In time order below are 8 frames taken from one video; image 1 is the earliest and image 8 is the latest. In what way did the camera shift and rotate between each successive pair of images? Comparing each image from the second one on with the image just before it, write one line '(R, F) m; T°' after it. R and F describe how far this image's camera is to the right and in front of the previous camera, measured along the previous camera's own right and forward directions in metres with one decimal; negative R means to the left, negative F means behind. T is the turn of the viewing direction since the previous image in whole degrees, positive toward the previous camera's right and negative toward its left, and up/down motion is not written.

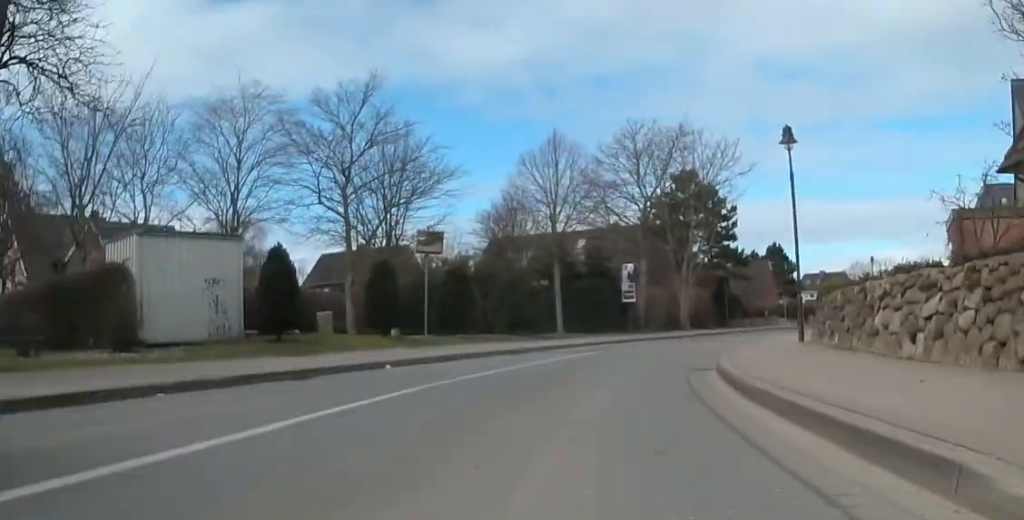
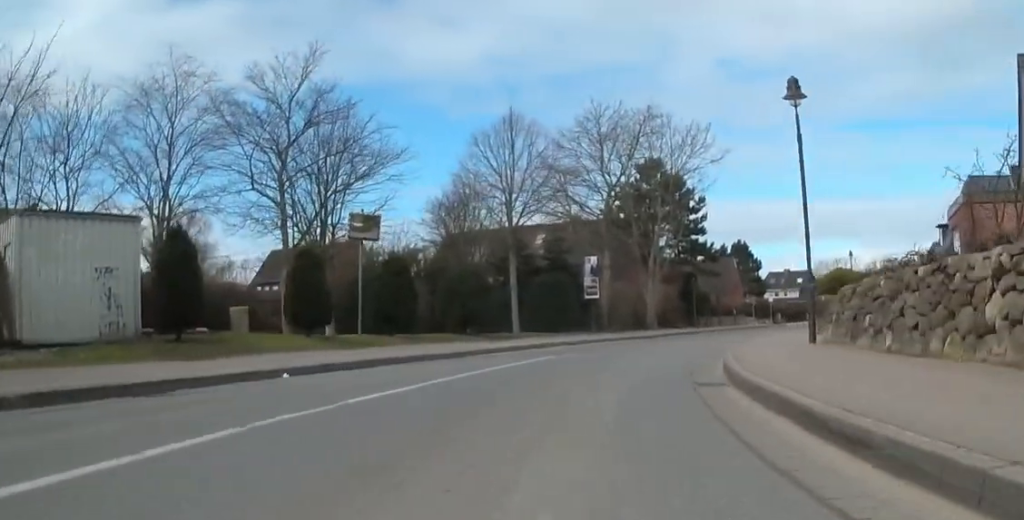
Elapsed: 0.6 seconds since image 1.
(0.0, +3.1) m; 0°
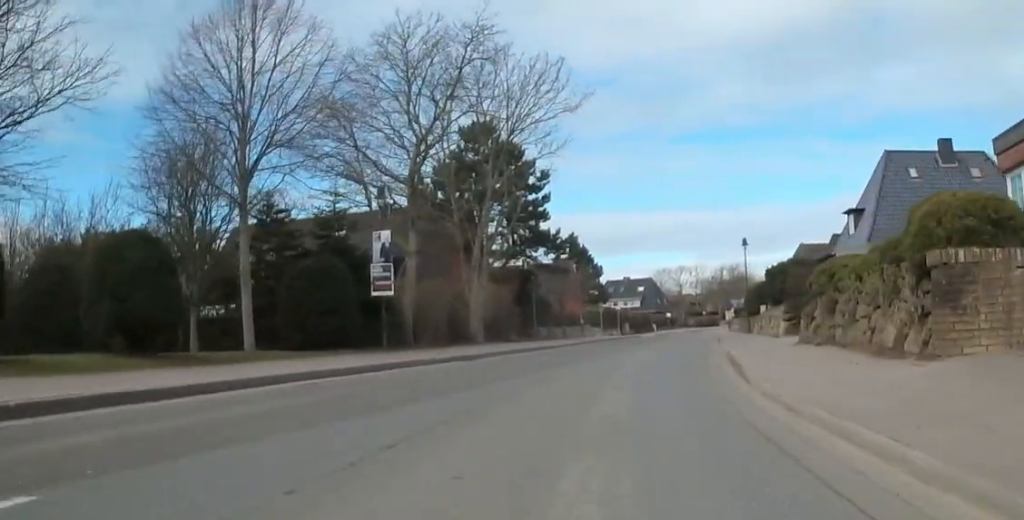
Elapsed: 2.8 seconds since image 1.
(0.0, +11.3) m; 0°
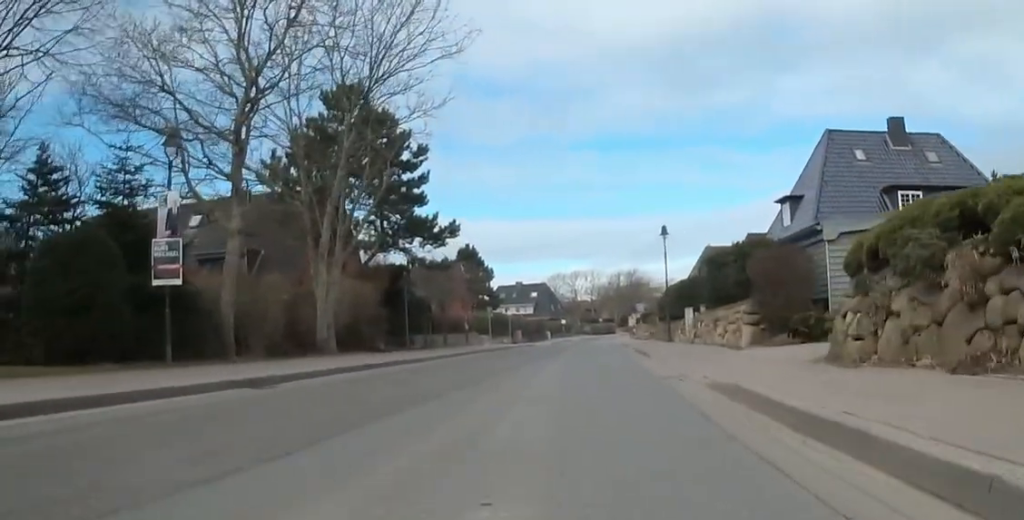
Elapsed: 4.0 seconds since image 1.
(0.0, +6.3) m; 0°
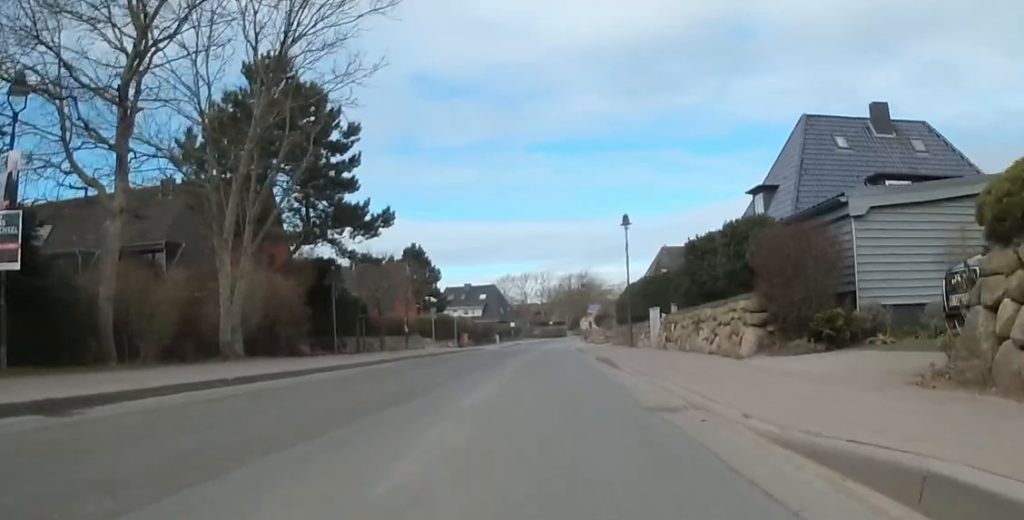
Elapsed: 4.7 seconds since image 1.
(0.0, +3.4) m; 0°
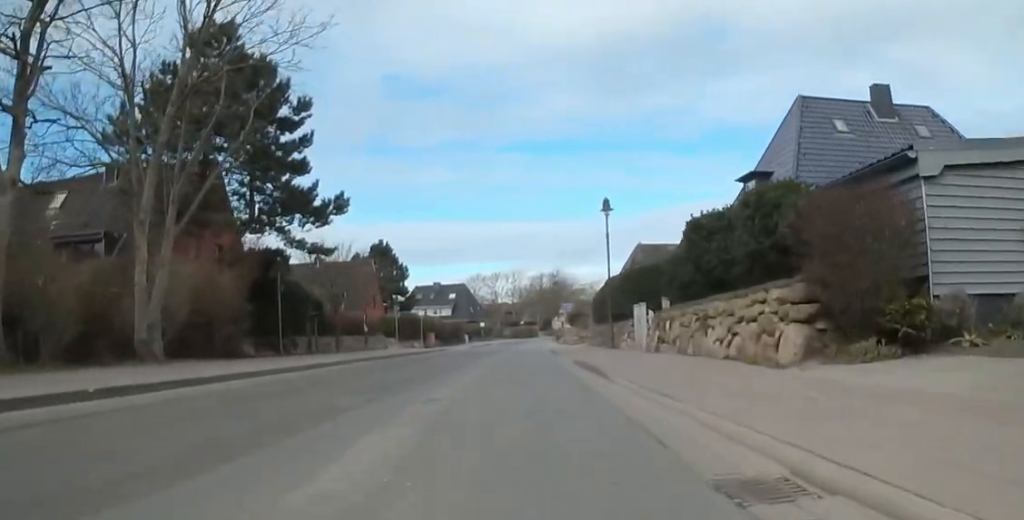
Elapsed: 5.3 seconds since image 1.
(0.0, +2.7) m; 0°
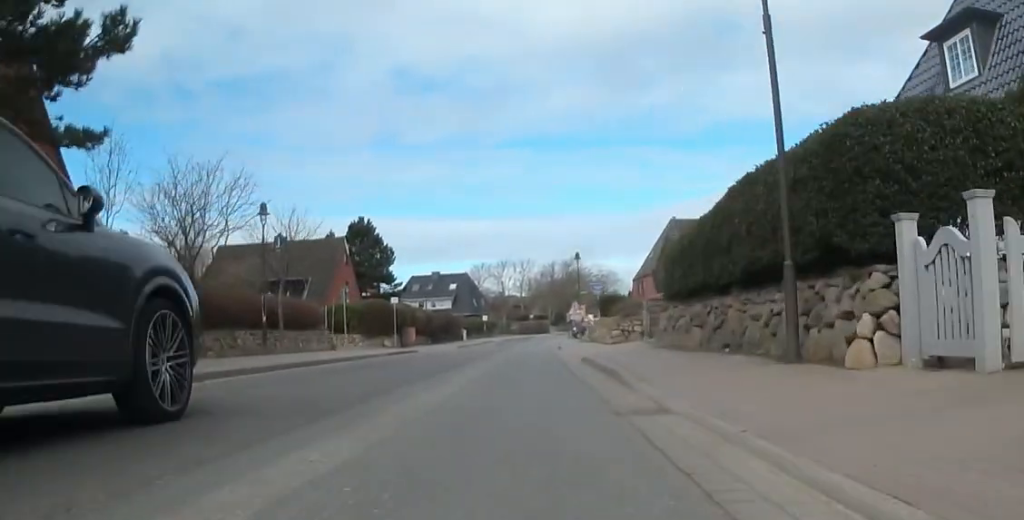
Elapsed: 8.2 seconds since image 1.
(-1.0, +13.4) m; -12°
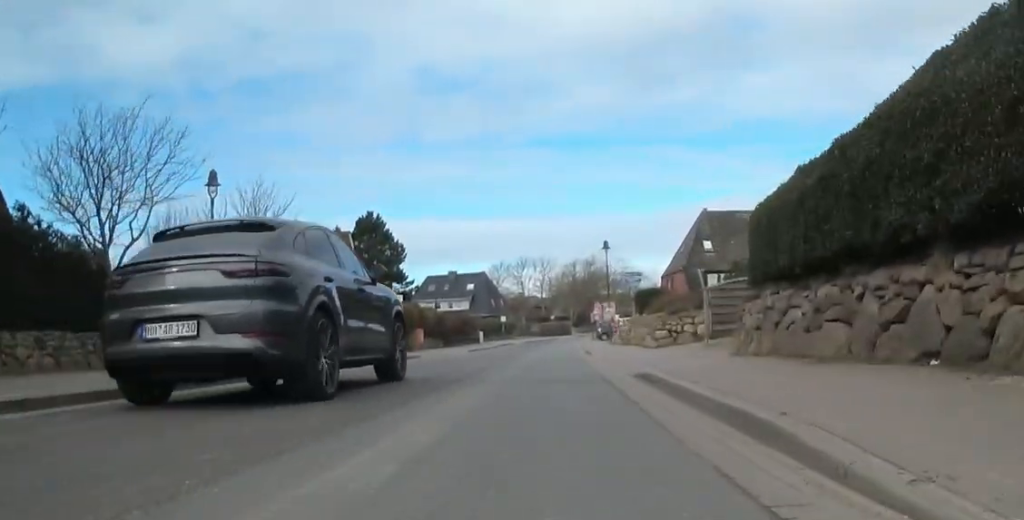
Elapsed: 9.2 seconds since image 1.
(-0.1, +4.2) m; -1°
